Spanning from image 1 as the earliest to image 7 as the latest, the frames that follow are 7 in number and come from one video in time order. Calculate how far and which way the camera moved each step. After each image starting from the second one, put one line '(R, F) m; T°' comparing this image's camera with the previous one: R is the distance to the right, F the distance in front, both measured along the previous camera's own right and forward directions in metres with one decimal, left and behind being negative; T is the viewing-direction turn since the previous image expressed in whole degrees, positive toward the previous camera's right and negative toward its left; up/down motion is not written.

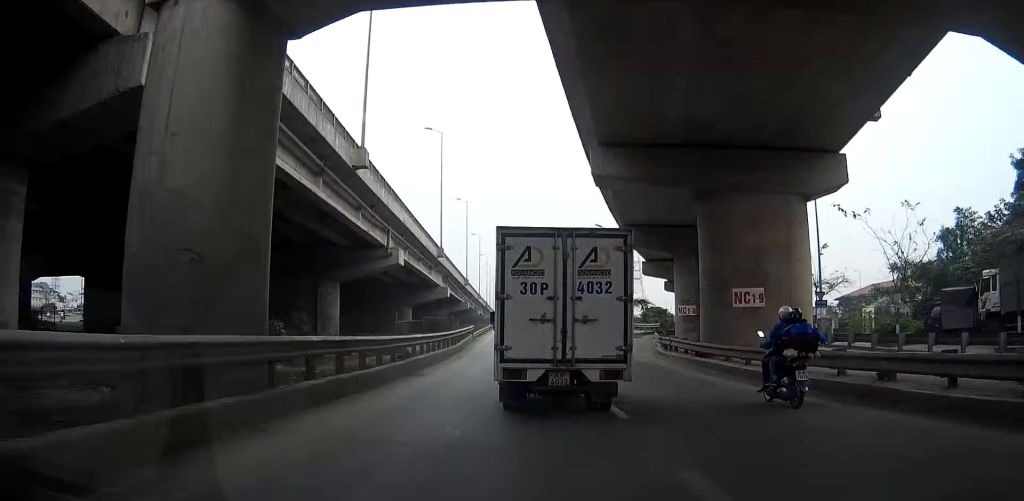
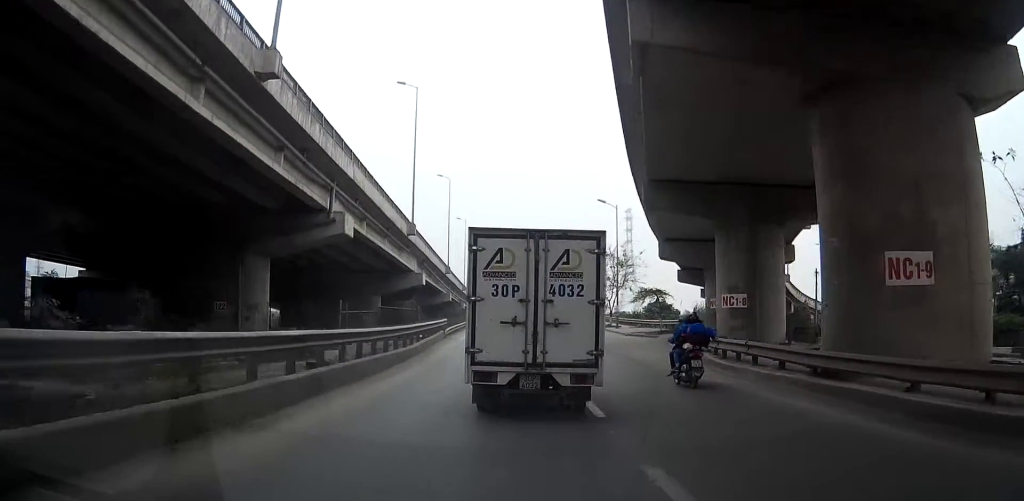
(-1.0, +10.6) m; -3°
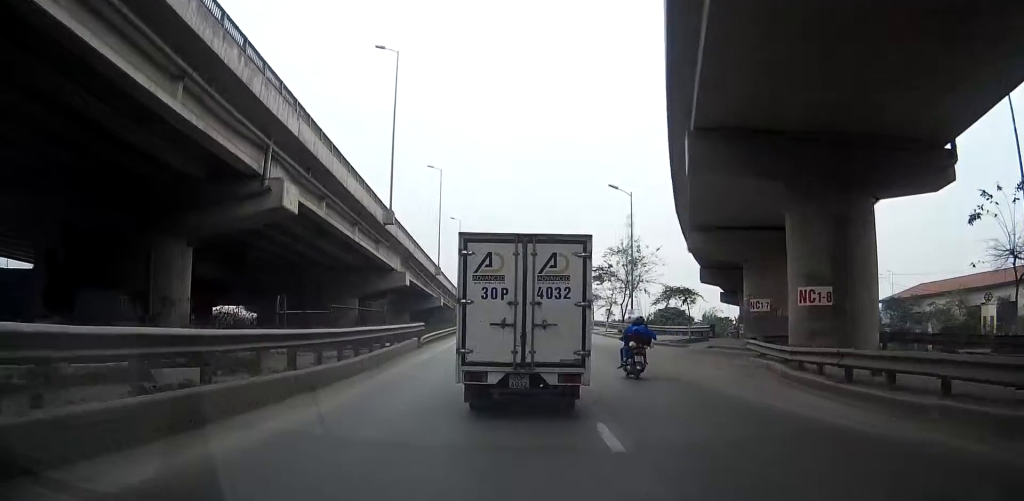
(+0.6, +8.2) m; +7°
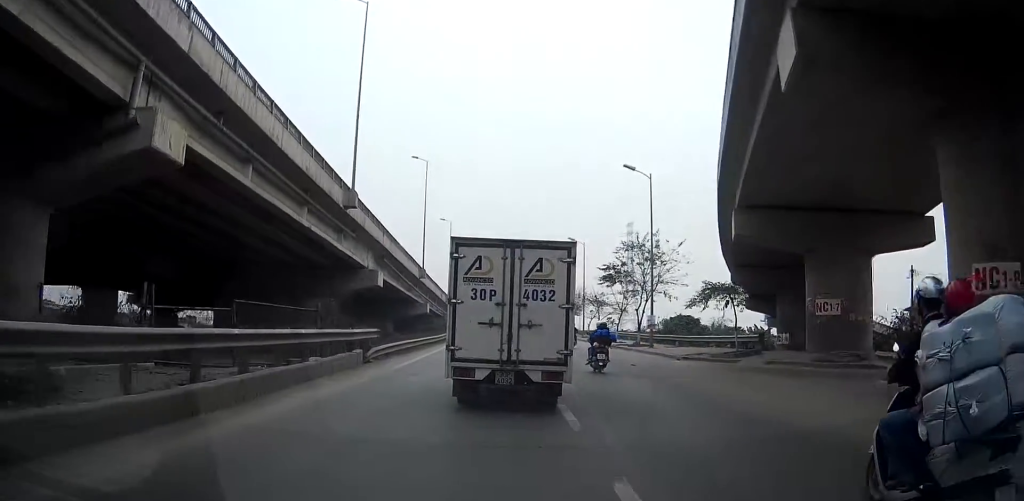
(+0.6, +9.0) m; +6°
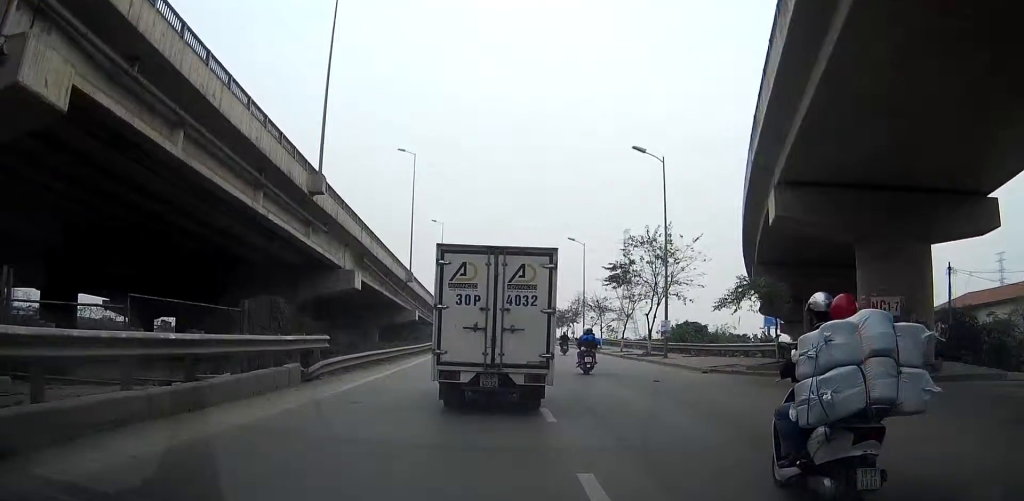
(+0.4, +5.1) m; 0°
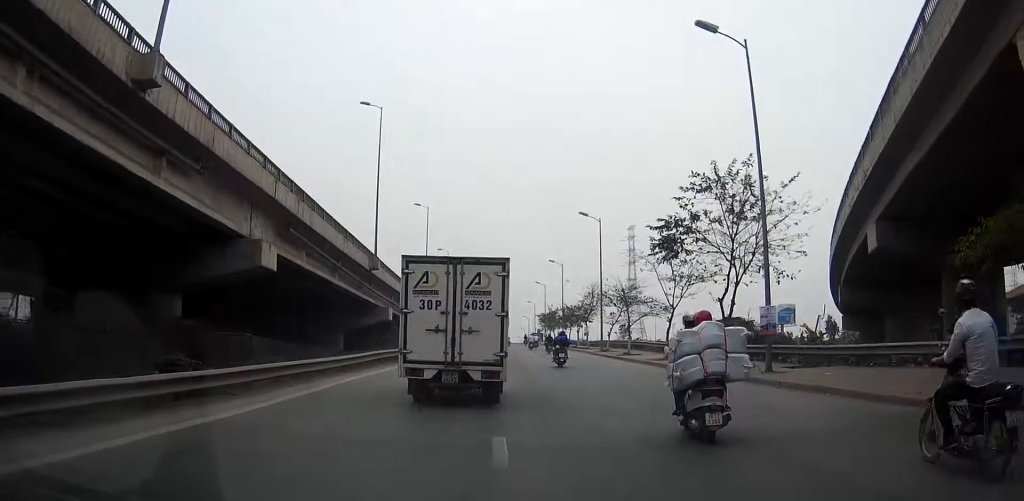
(-0.6, +14.4) m; -3°
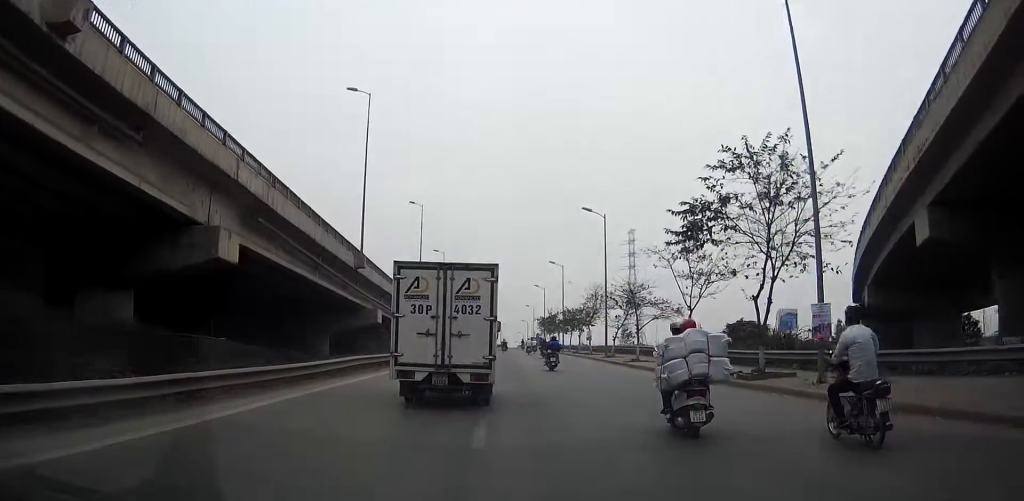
(-0.2, +3.6) m; -2°
